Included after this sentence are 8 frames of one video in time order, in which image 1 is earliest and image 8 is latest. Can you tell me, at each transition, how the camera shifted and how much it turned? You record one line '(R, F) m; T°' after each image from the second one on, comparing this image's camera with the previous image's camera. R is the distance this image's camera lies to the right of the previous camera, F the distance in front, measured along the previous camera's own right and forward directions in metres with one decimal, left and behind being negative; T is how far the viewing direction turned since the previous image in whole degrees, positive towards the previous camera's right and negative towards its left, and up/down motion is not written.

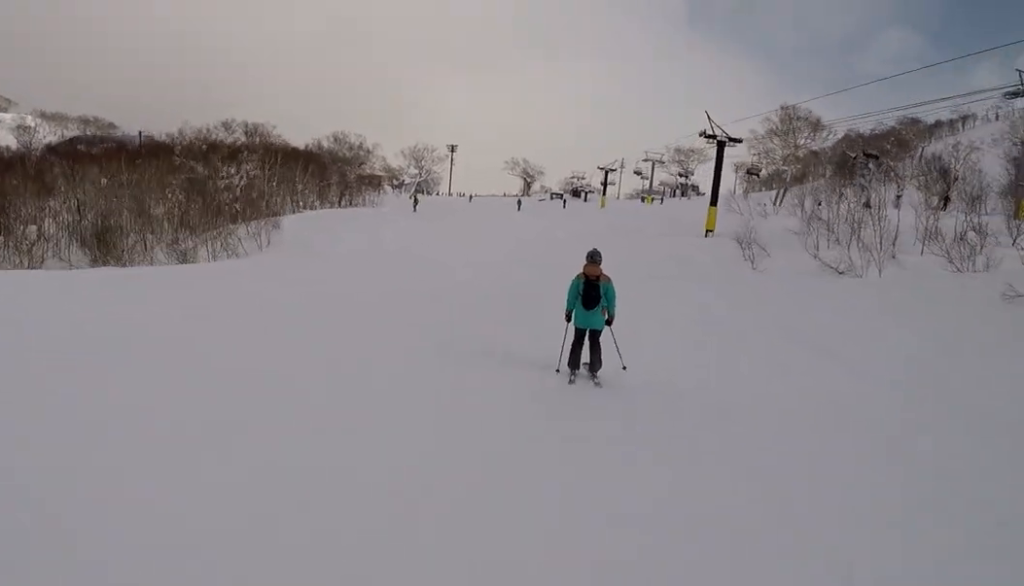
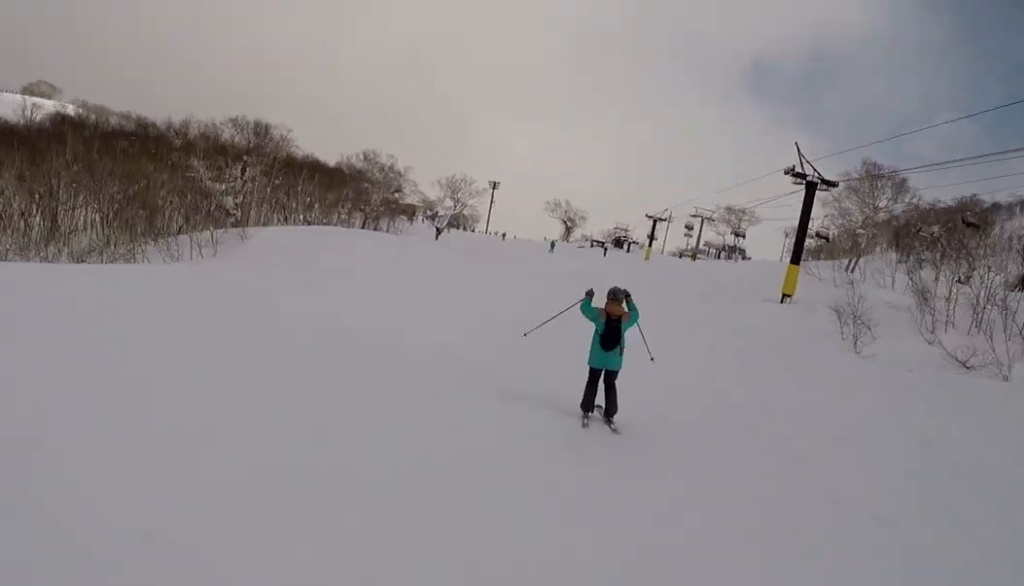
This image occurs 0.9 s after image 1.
(-0.5, +9.6) m; -3°
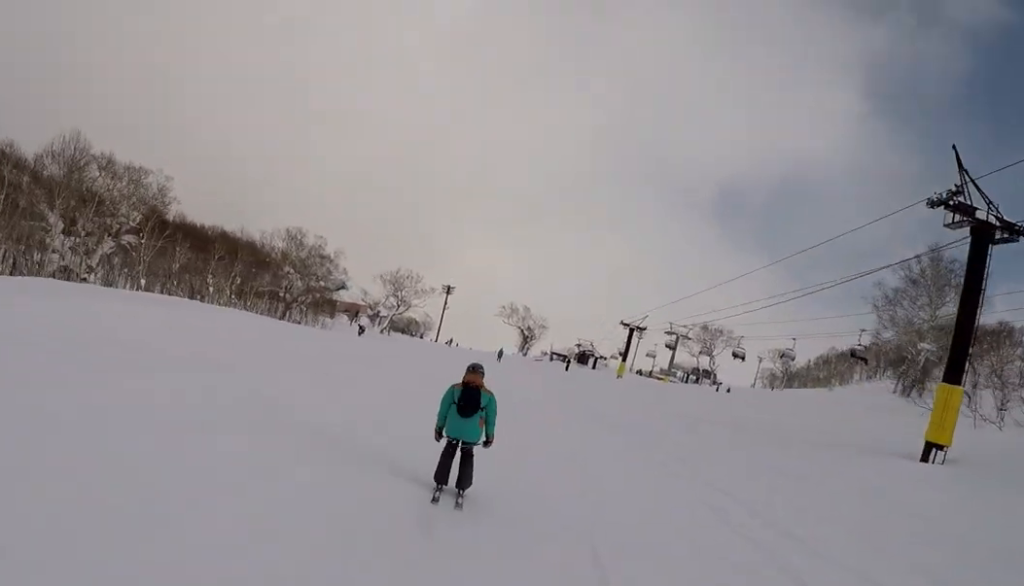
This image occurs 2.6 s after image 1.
(-0.1, +17.8) m; 0°
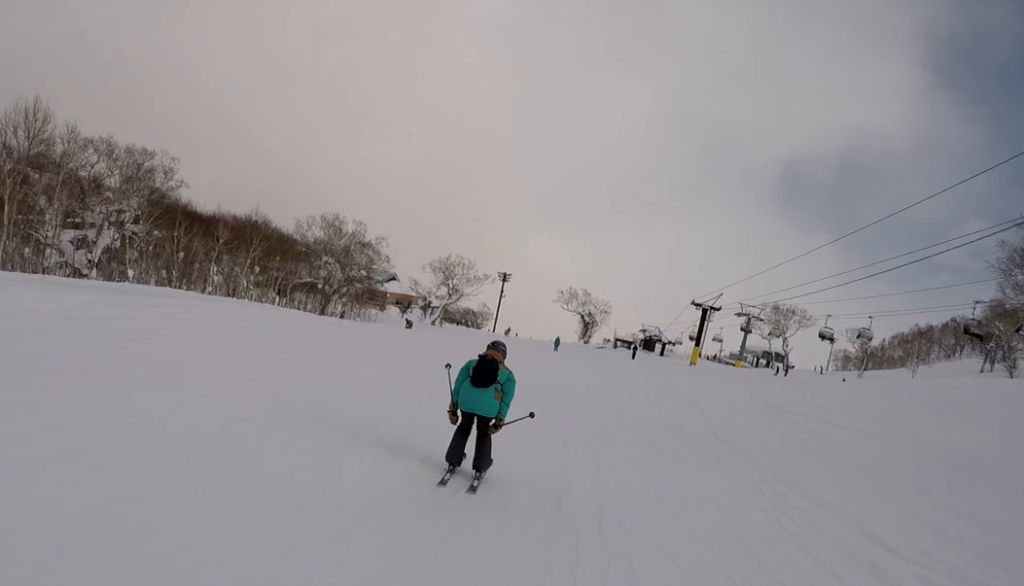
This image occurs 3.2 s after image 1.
(+0.2, +6.5) m; -3°
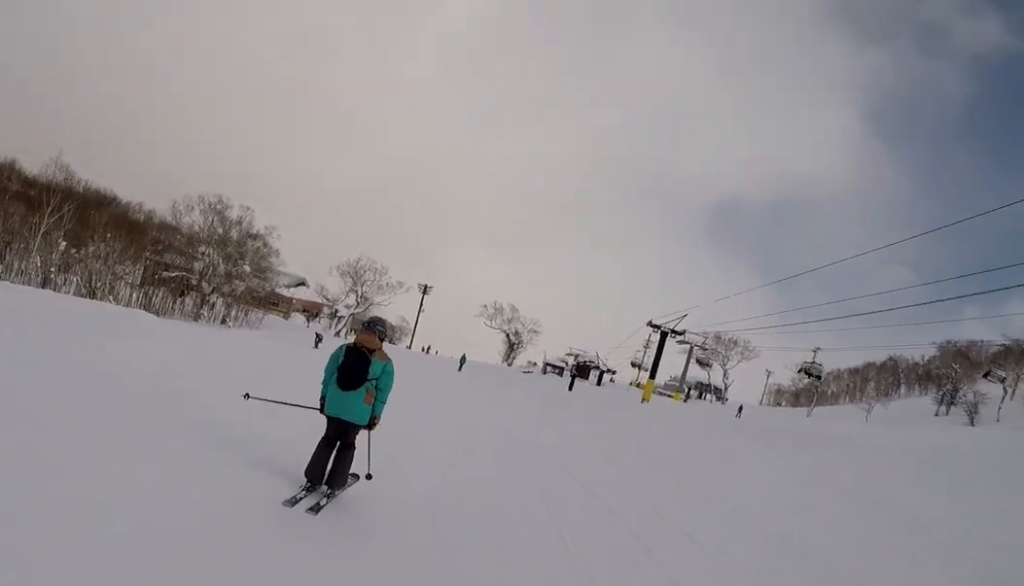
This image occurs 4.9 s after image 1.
(-0.9, +13.9) m; +1°
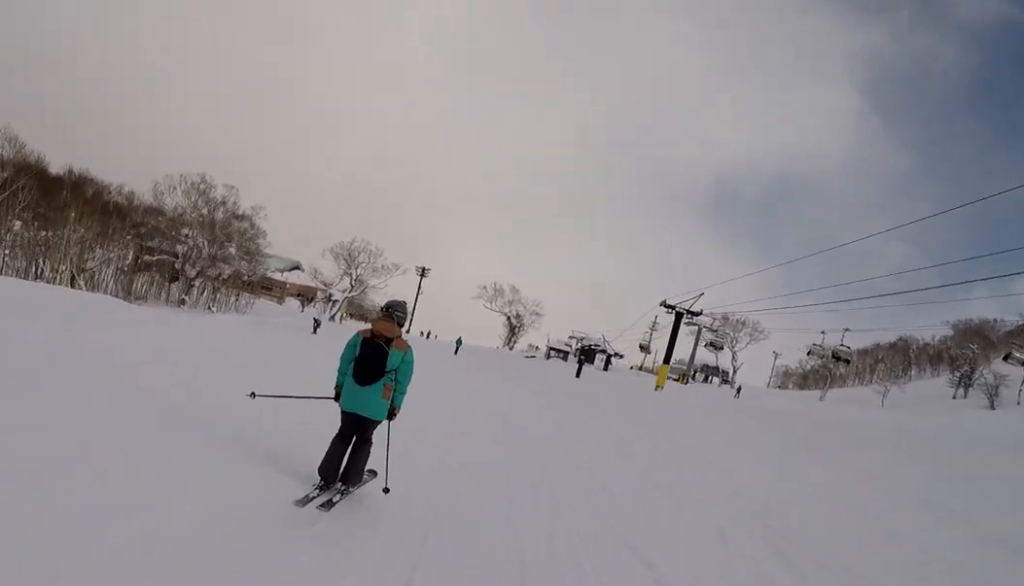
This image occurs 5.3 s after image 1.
(+0.3, +3.8) m; +5°
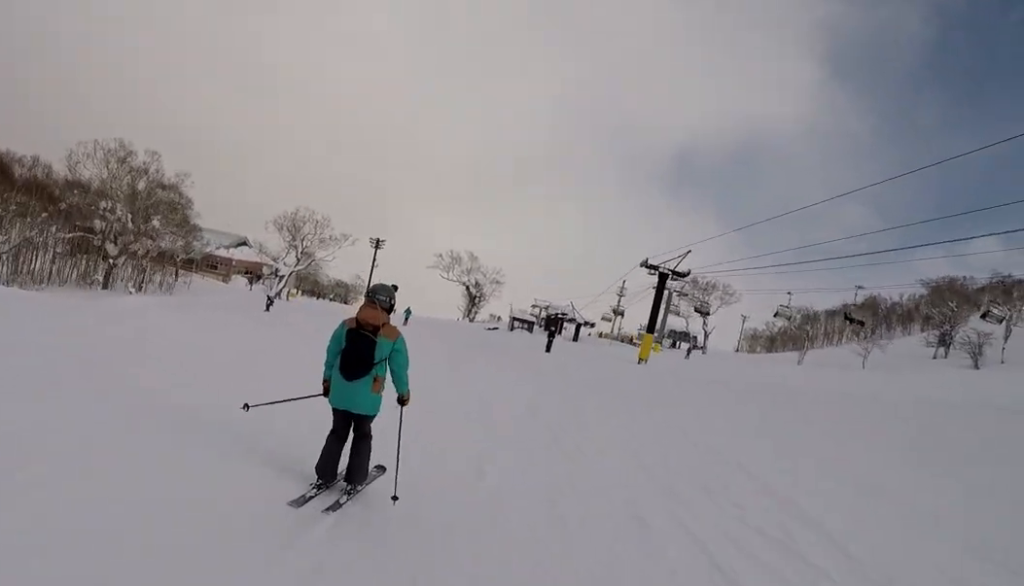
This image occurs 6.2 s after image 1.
(+0.4, +6.8) m; +4°
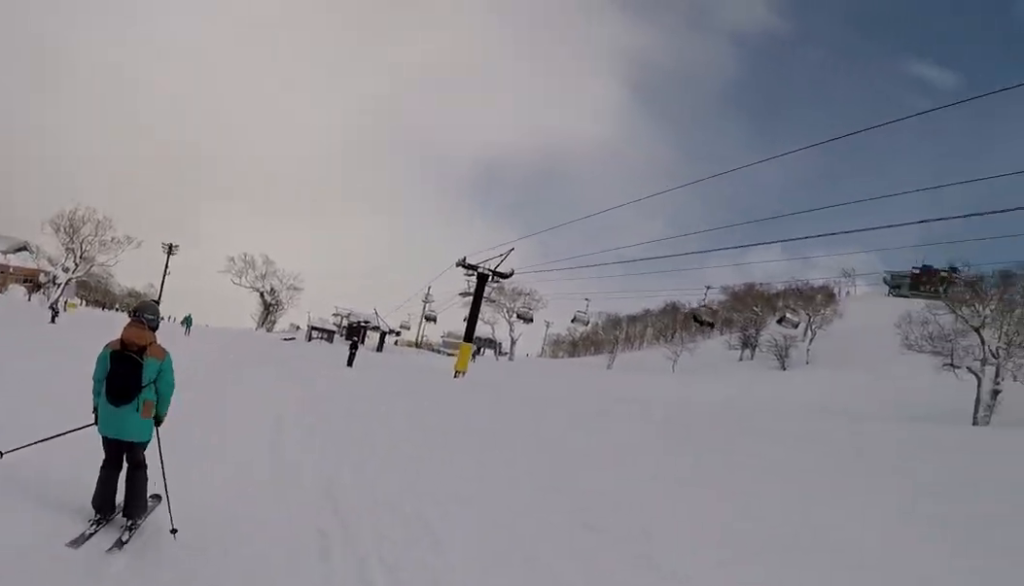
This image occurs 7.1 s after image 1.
(+0.1, +6.1) m; -4°
